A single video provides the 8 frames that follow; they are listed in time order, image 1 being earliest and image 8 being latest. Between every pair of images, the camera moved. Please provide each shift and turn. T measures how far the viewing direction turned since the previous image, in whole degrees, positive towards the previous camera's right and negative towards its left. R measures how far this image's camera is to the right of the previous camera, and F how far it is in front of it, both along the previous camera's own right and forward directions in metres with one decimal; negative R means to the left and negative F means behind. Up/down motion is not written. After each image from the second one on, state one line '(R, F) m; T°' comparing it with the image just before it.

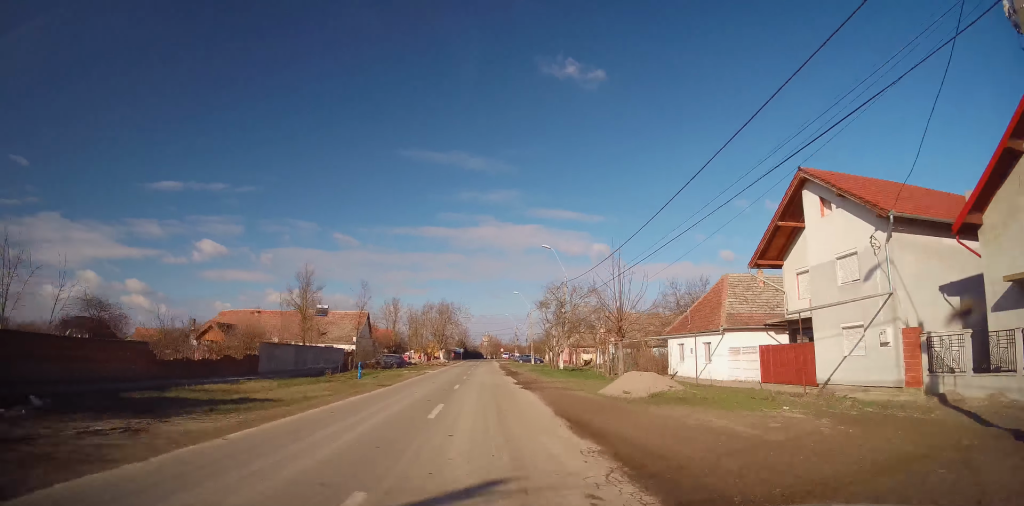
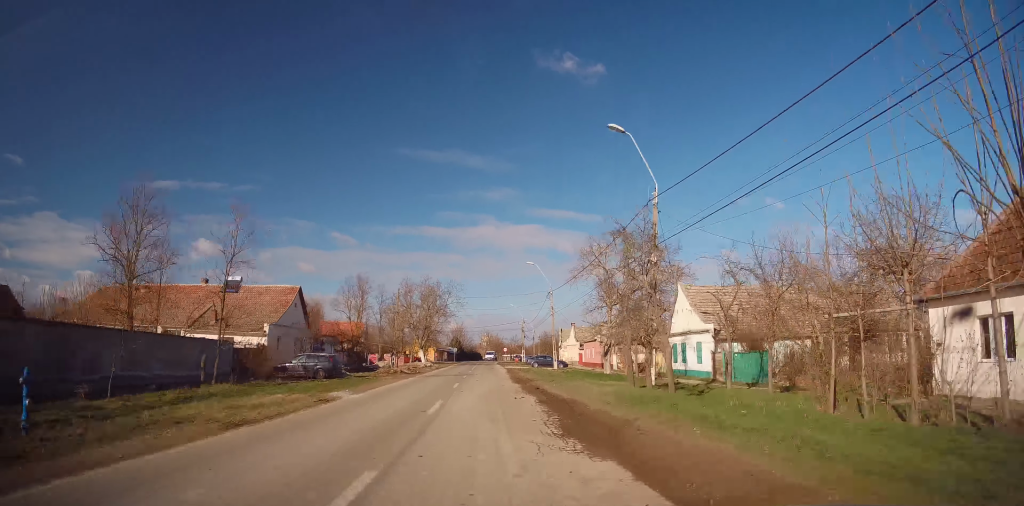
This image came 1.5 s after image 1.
(-0.4, +25.7) m; -1°
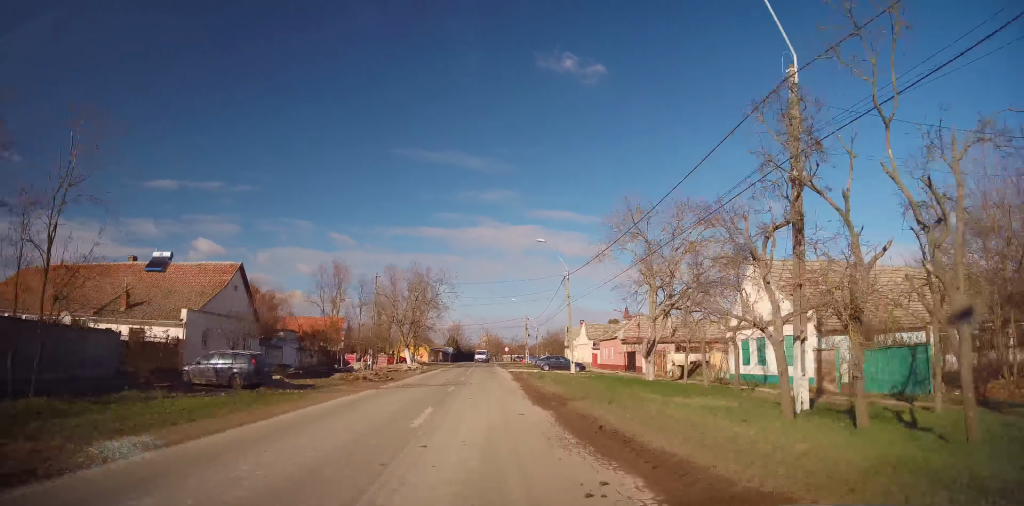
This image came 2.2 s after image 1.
(-0.1, +11.0) m; +1°
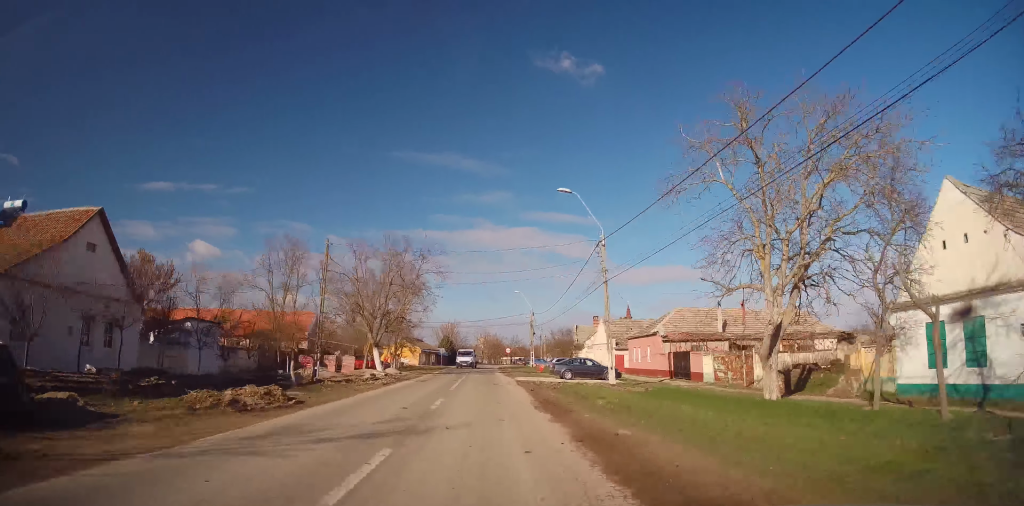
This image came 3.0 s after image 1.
(+0.3, +13.6) m; 0°
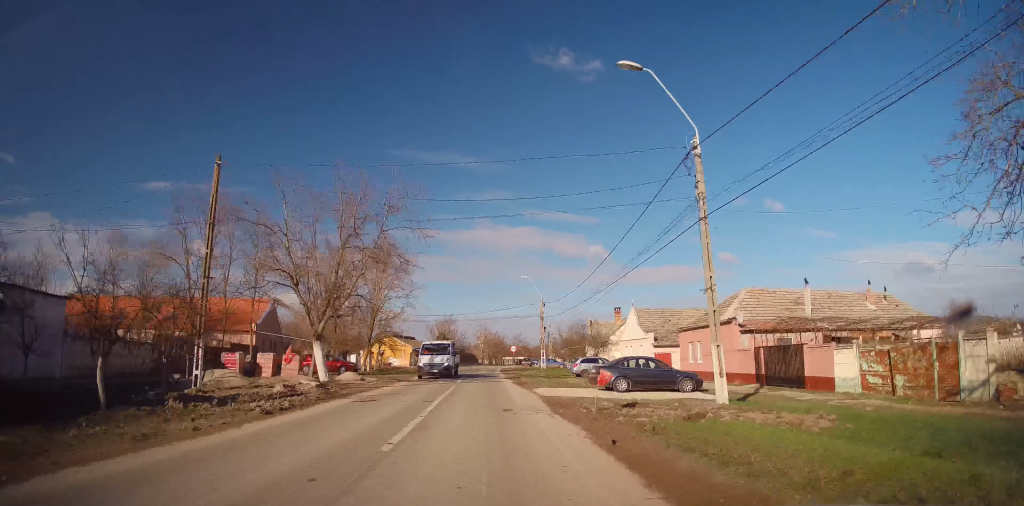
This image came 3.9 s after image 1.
(-0.1, +13.5) m; -1°
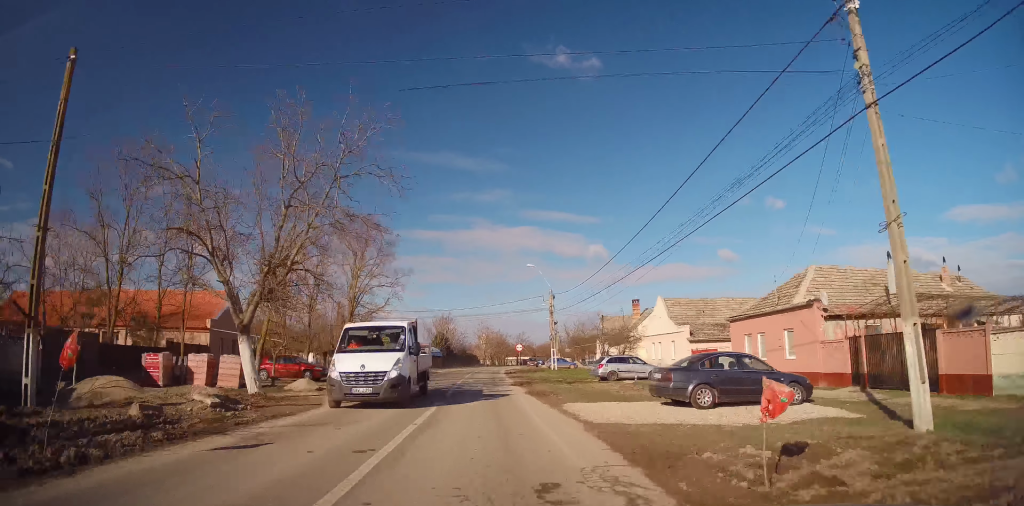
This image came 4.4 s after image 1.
(-0.1, +8.1) m; 0°
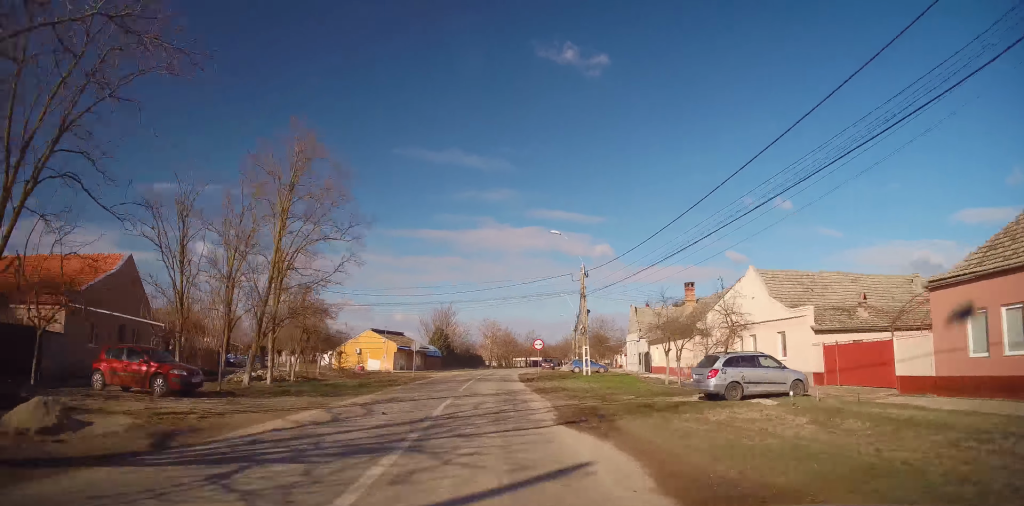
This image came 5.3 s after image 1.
(0.0, +15.0) m; +1°
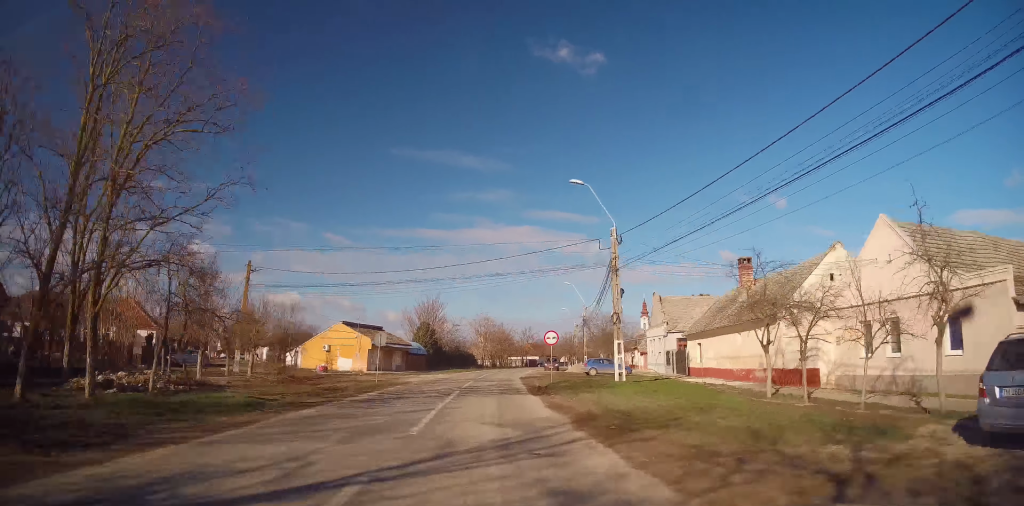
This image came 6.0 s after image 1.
(+0.3, +11.8) m; +1°
